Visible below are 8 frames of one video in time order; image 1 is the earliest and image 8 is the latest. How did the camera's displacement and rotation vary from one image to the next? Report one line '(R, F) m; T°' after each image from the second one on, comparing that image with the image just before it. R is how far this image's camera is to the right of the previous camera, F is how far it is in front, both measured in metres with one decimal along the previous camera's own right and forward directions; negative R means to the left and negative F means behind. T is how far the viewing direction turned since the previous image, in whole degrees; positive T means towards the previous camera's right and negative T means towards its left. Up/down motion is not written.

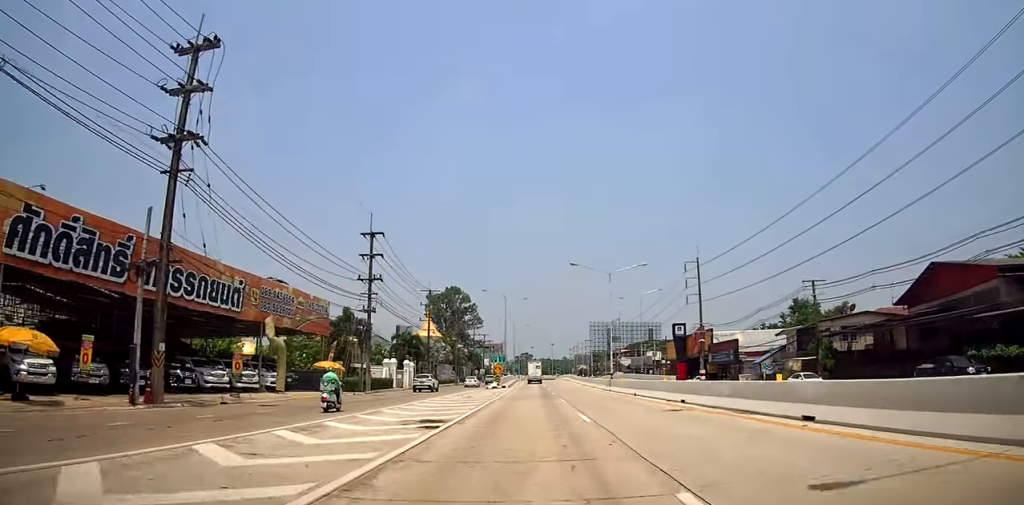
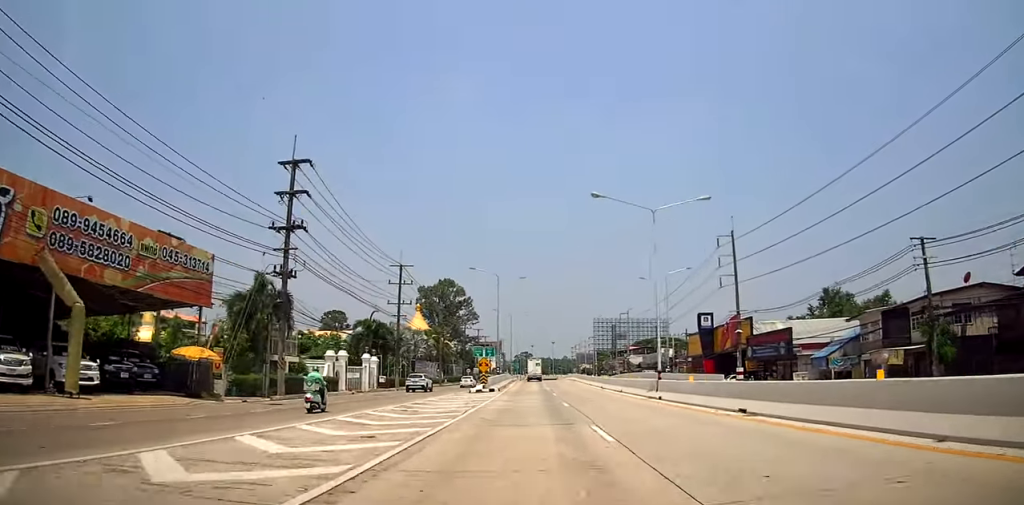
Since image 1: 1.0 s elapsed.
(+0.2, +16.7) m; 0°
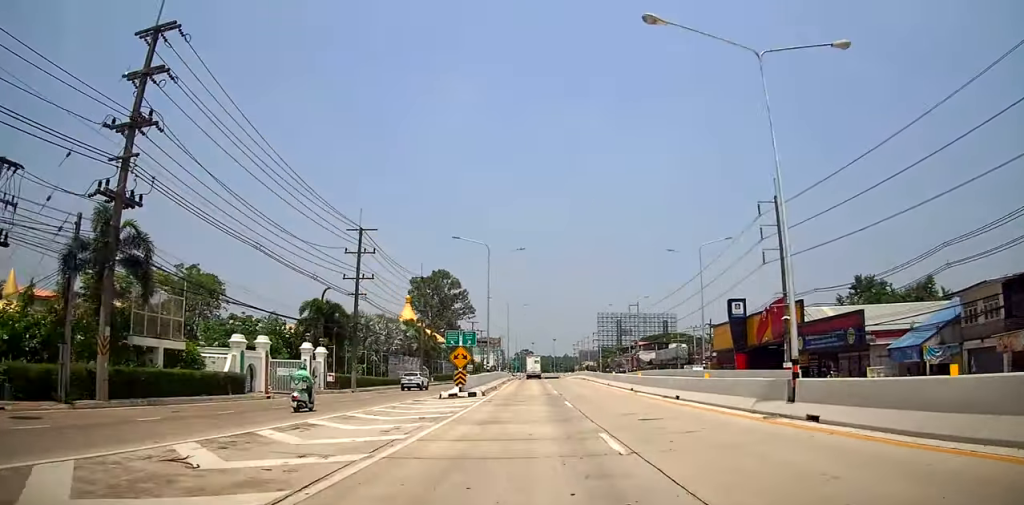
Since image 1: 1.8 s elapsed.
(-0.1, +13.9) m; -2°
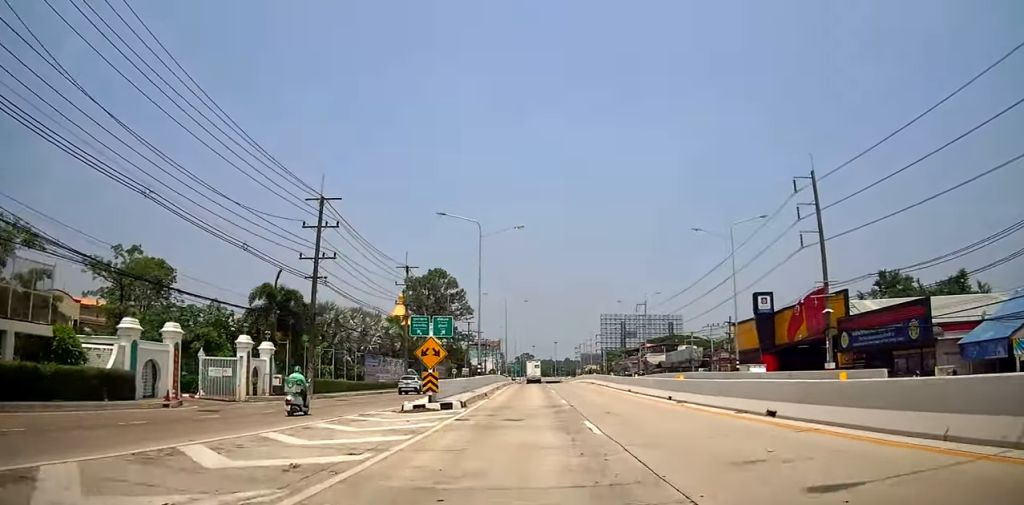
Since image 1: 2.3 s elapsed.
(-0.2, +8.7) m; -1°
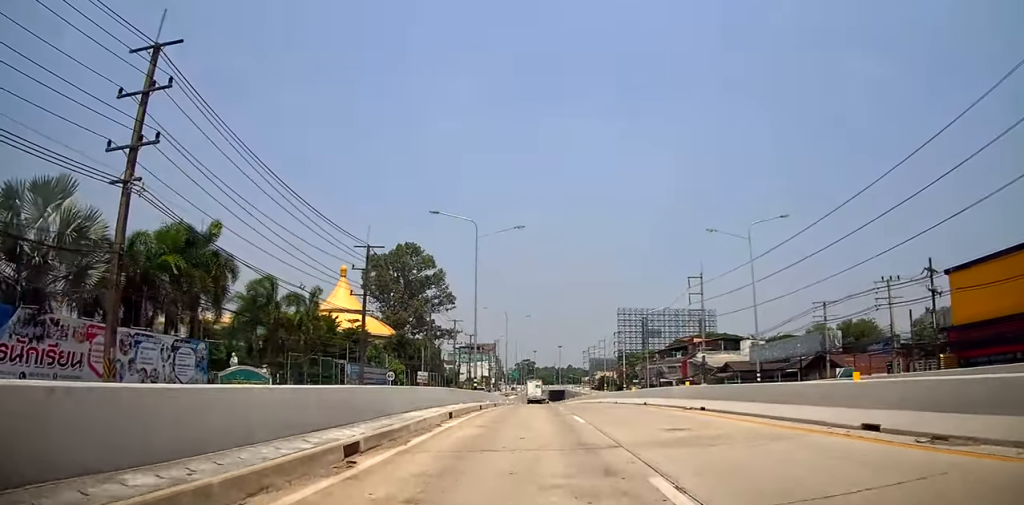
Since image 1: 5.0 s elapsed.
(+0.2, +43.3) m; +1°
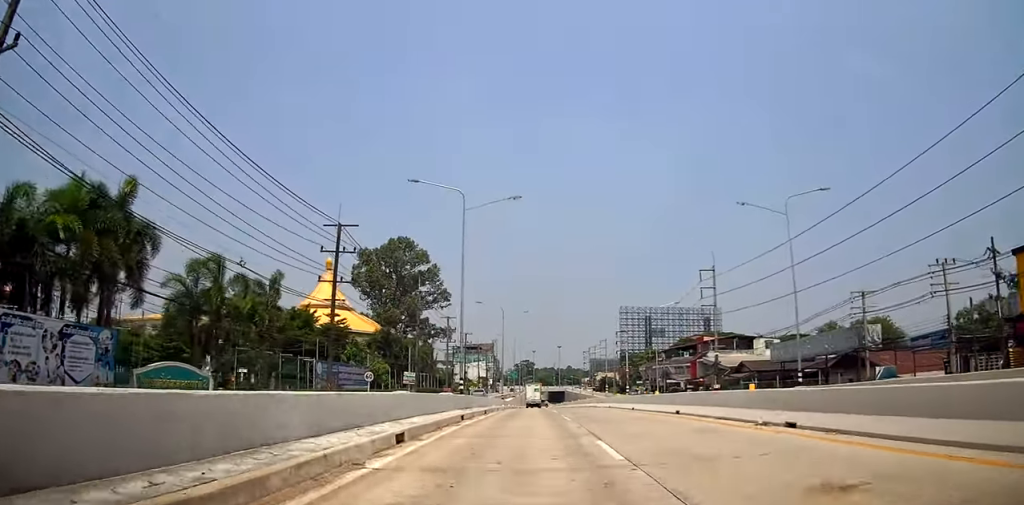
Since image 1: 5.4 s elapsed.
(0.0, +6.4) m; 0°
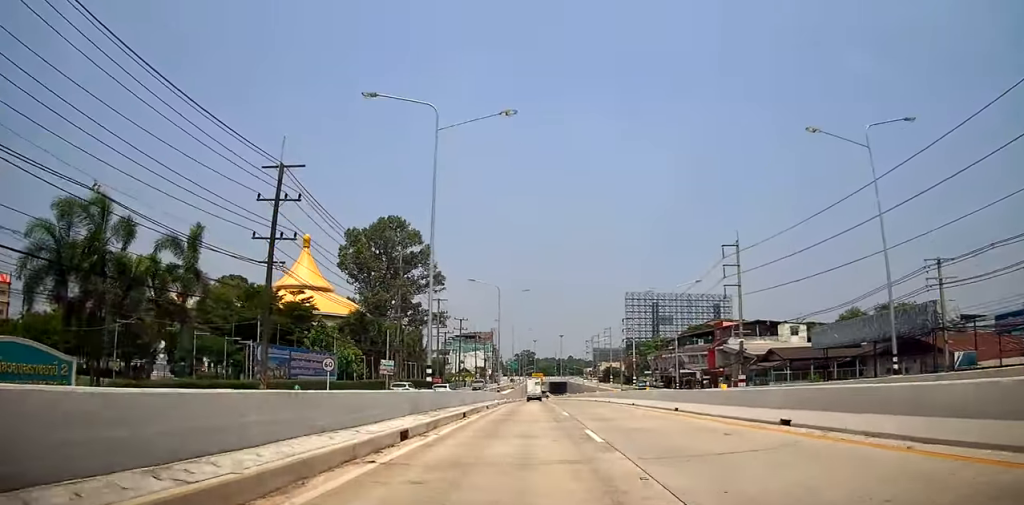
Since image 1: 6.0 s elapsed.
(0.0, +9.2) m; 0°
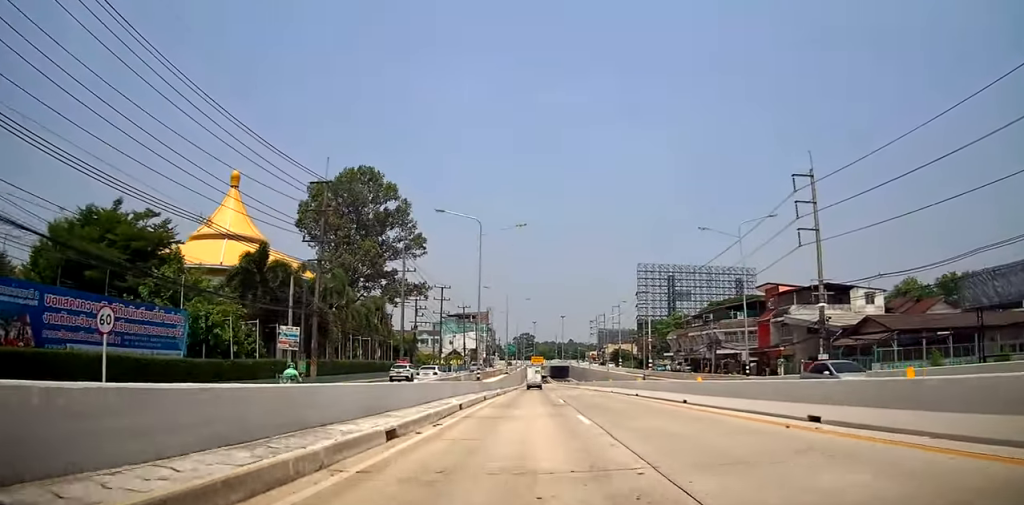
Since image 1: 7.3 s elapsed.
(+0.1, +20.0) m; 0°
